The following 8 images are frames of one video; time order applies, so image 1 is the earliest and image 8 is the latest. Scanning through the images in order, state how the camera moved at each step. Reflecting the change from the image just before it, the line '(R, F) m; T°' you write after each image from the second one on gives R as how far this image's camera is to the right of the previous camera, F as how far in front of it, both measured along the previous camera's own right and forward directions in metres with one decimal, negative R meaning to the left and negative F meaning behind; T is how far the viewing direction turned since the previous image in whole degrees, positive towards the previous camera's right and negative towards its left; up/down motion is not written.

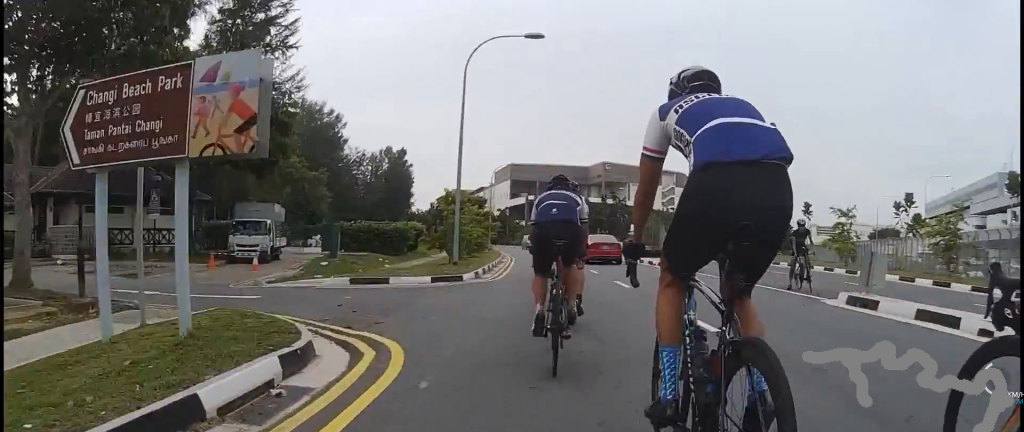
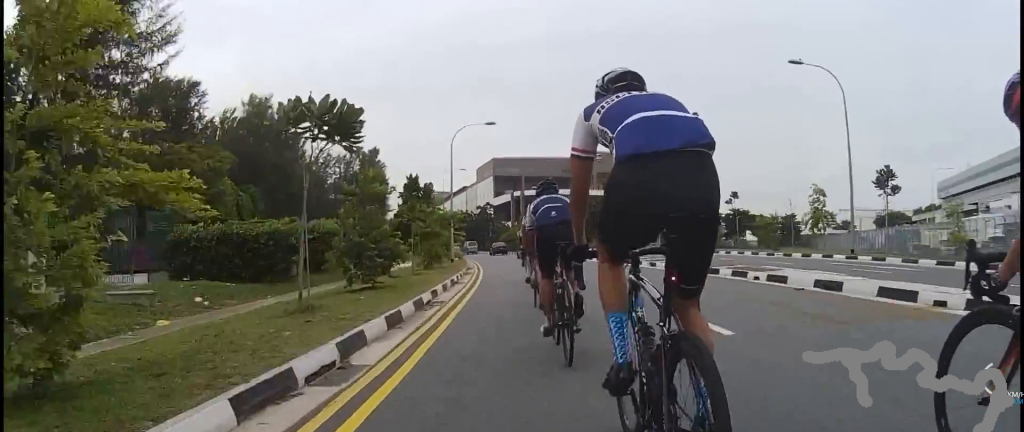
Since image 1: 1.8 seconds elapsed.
(+0.9, +19.0) m; +7°
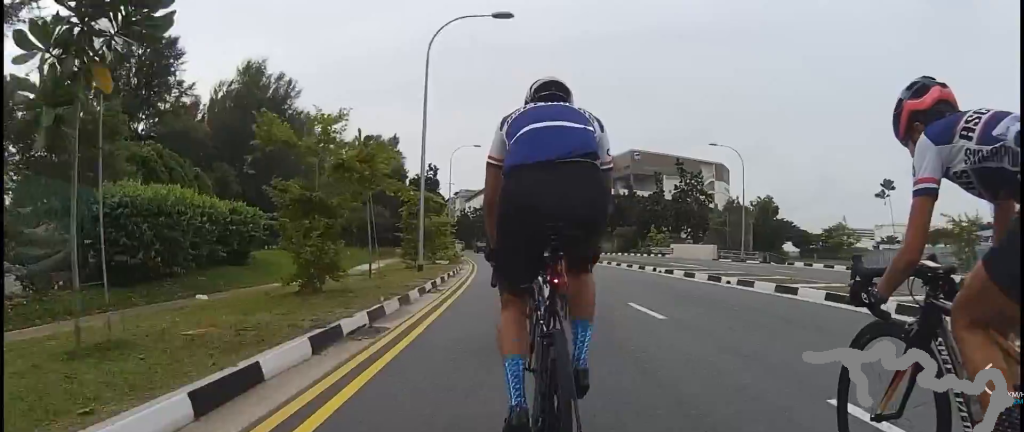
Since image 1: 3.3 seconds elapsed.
(-1.8, +15.7) m; -12°
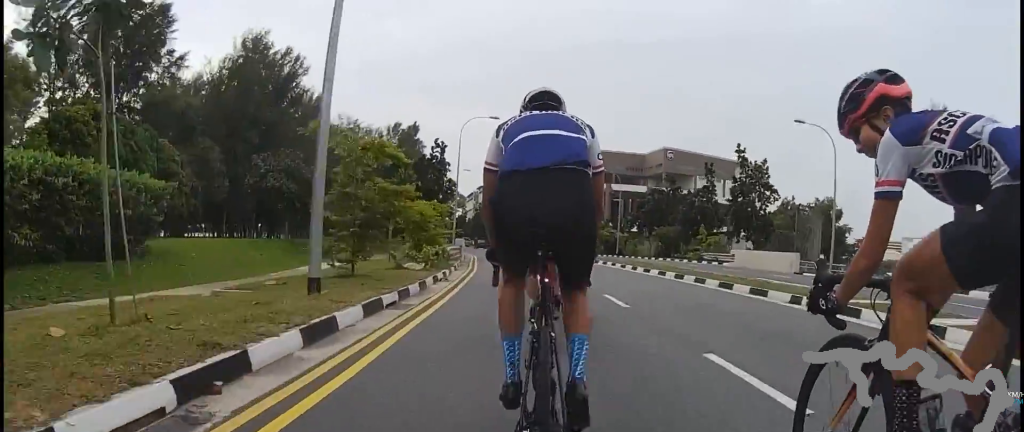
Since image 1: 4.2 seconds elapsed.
(-0.3, +10.2) m; -2°
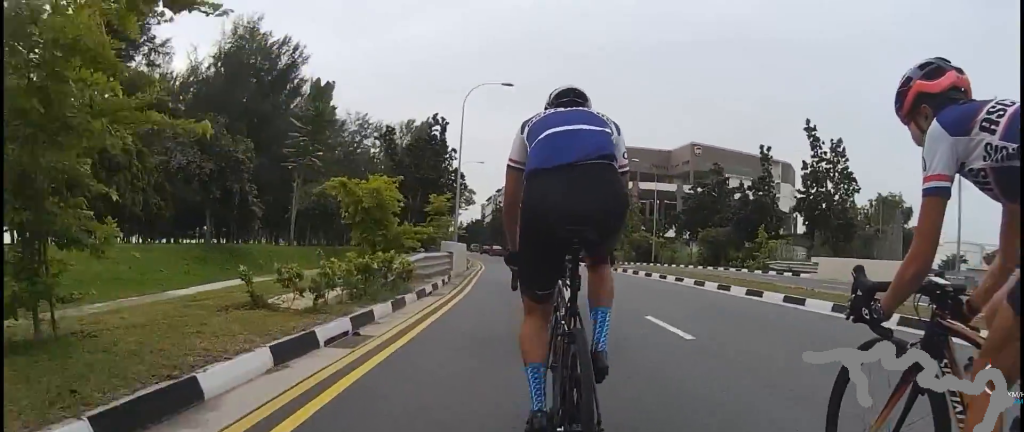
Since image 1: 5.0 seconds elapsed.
(0.0, +9.1) m; 0°
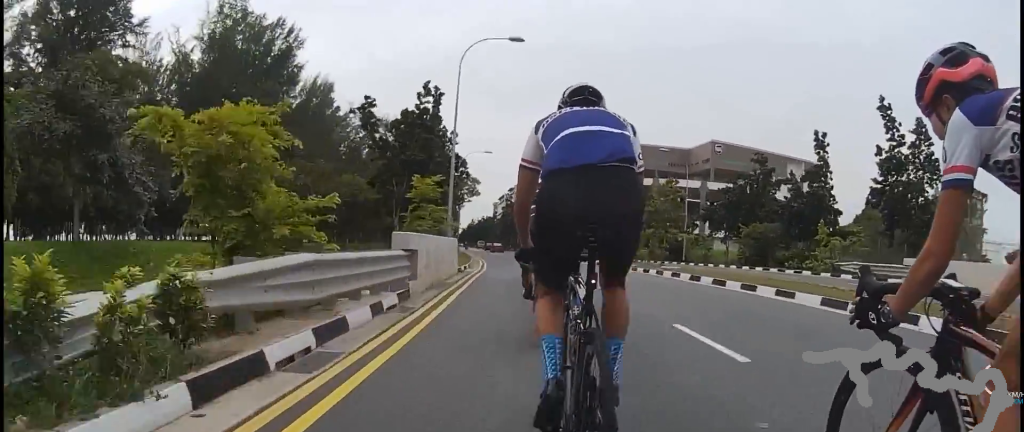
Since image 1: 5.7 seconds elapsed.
(-0.2, +7.3) m; 0°
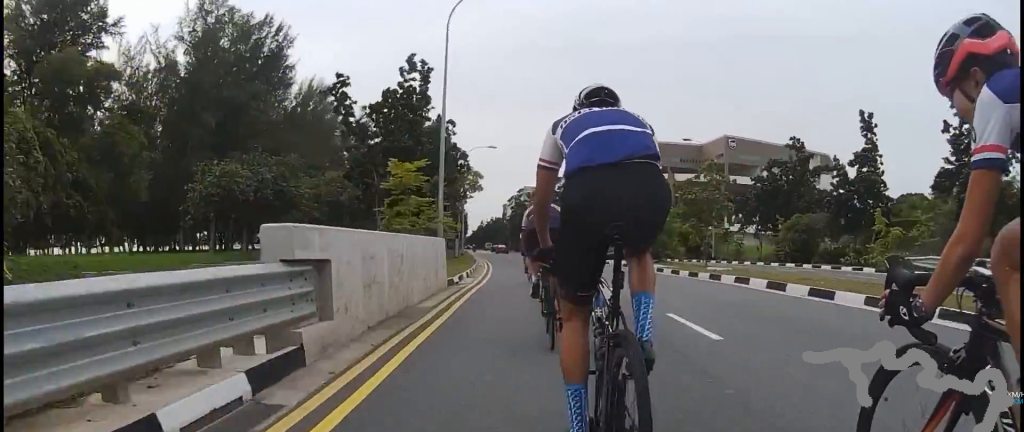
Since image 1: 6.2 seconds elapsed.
(+0.2, +5.2) m; 0°
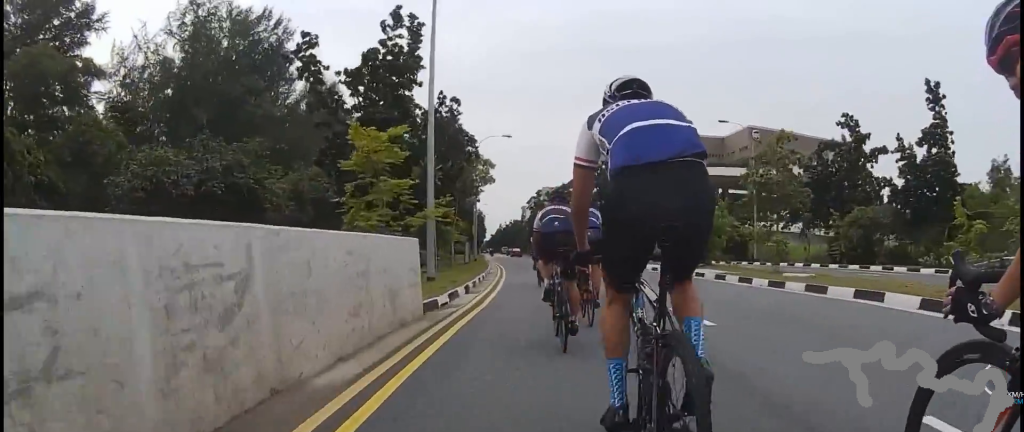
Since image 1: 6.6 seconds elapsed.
(+0.1, +5.2) m; 0°
